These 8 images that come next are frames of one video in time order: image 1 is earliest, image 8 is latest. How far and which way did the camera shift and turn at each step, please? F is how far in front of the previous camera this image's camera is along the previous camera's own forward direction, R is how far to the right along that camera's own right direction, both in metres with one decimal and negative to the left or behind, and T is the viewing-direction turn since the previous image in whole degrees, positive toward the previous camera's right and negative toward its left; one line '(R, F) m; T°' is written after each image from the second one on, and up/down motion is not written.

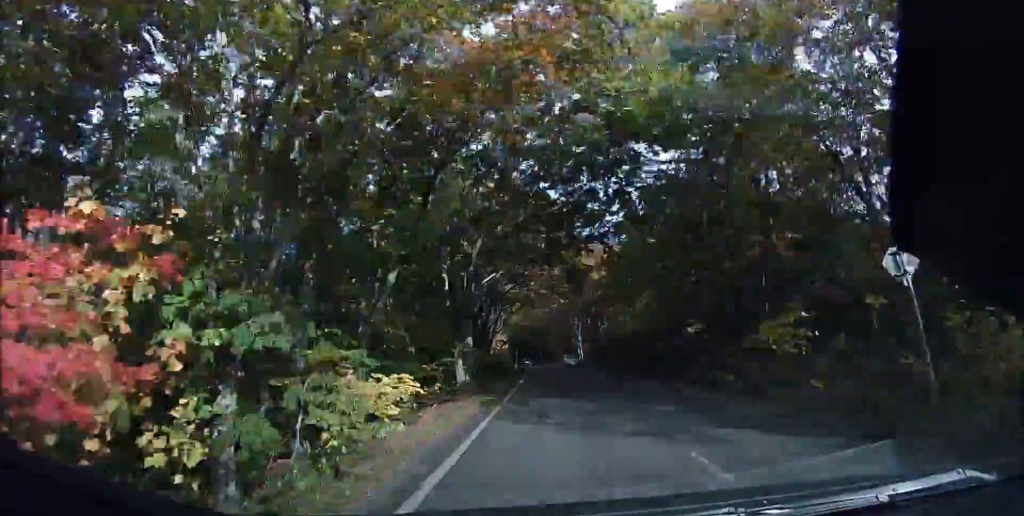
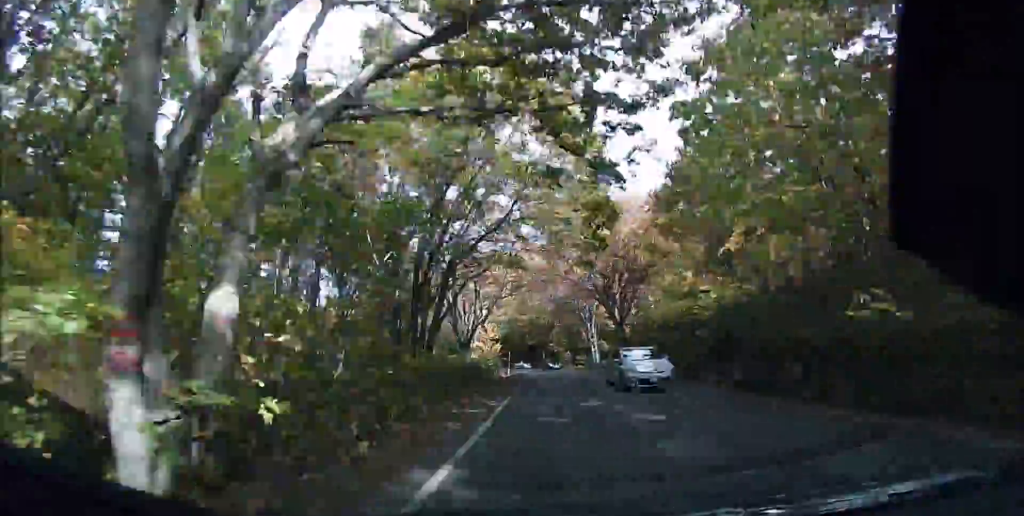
(0.0, +15.3) m; -2°
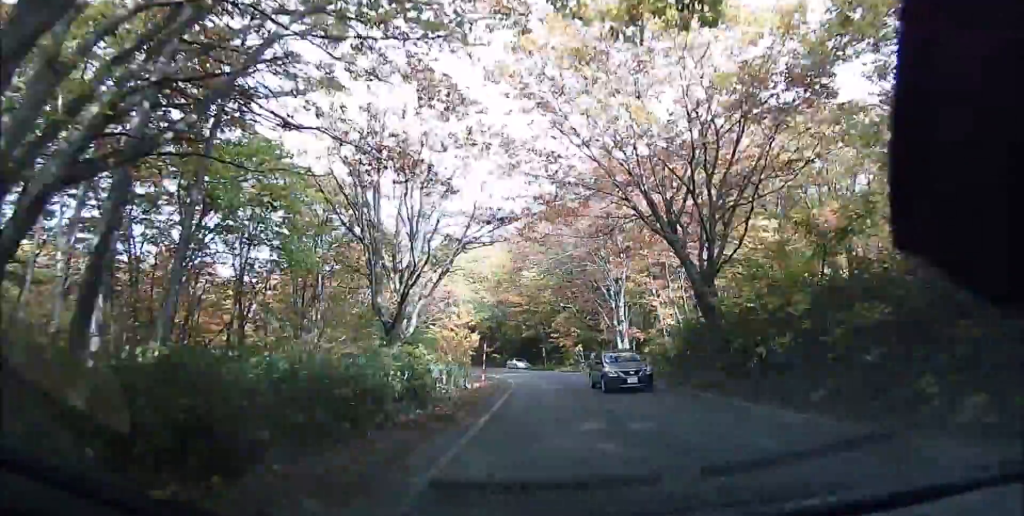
(-0.6, +18.7) m; -1°
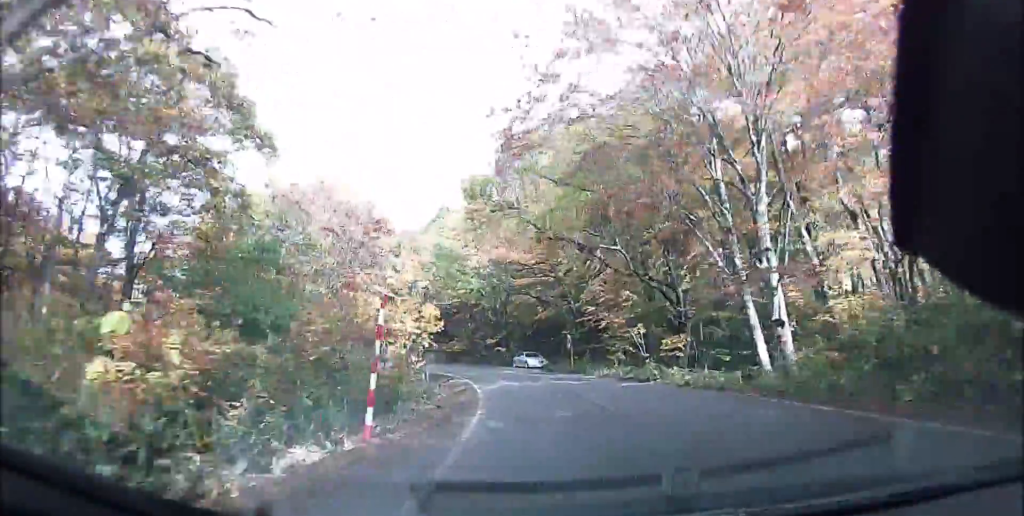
(-0.2, +18.8) m; -3°
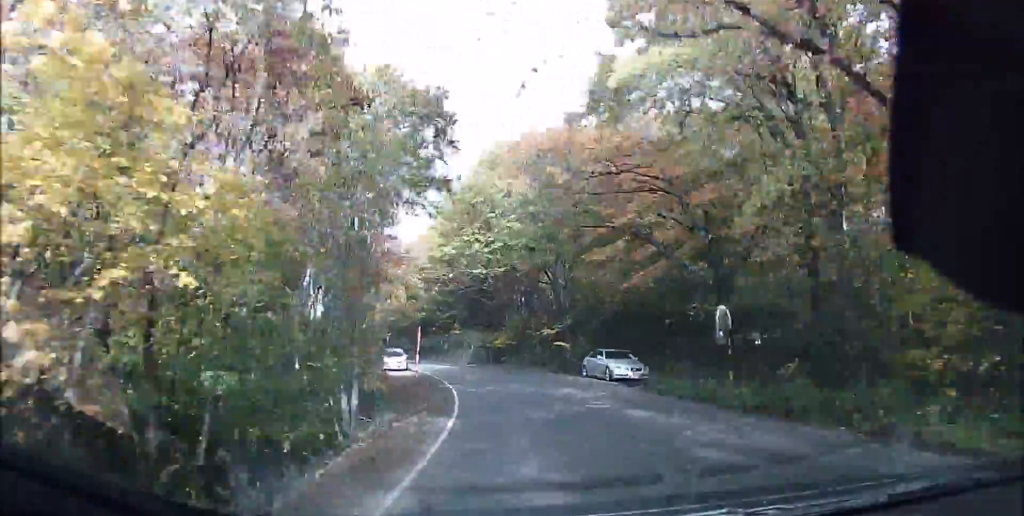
(+0.7, +17.0) m; -4°
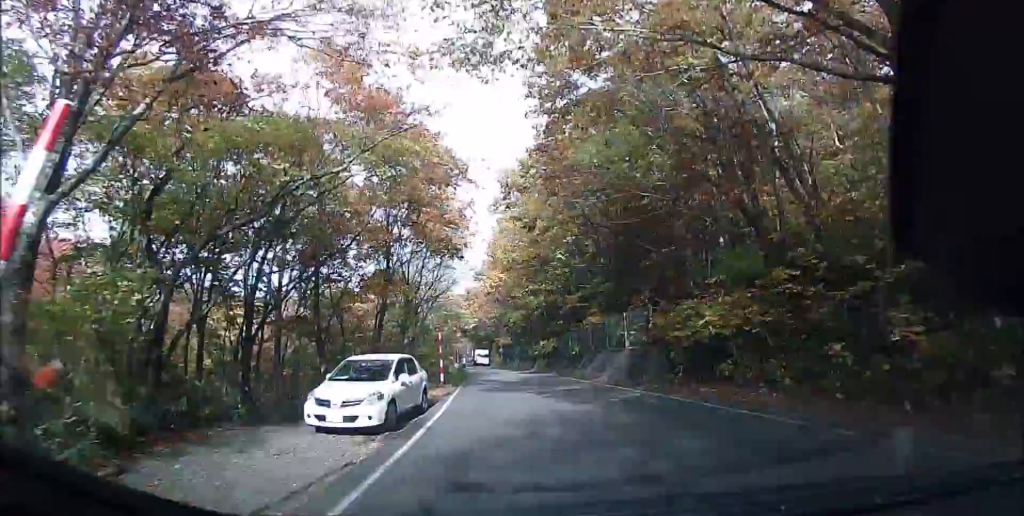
(-2.8, +23.7) m; -15°
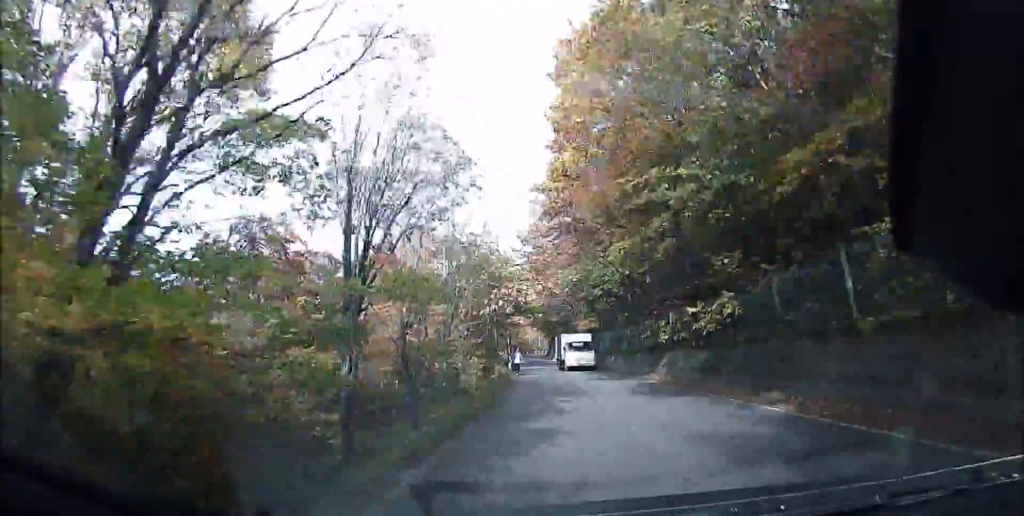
(-3.5, +21.5) m; -13°
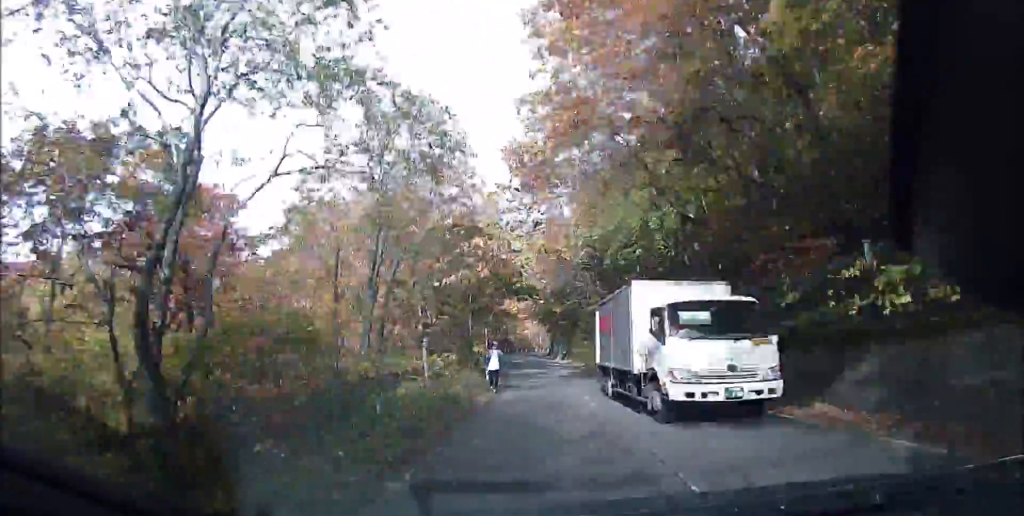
(-0.8, +12.5) m; -4°
